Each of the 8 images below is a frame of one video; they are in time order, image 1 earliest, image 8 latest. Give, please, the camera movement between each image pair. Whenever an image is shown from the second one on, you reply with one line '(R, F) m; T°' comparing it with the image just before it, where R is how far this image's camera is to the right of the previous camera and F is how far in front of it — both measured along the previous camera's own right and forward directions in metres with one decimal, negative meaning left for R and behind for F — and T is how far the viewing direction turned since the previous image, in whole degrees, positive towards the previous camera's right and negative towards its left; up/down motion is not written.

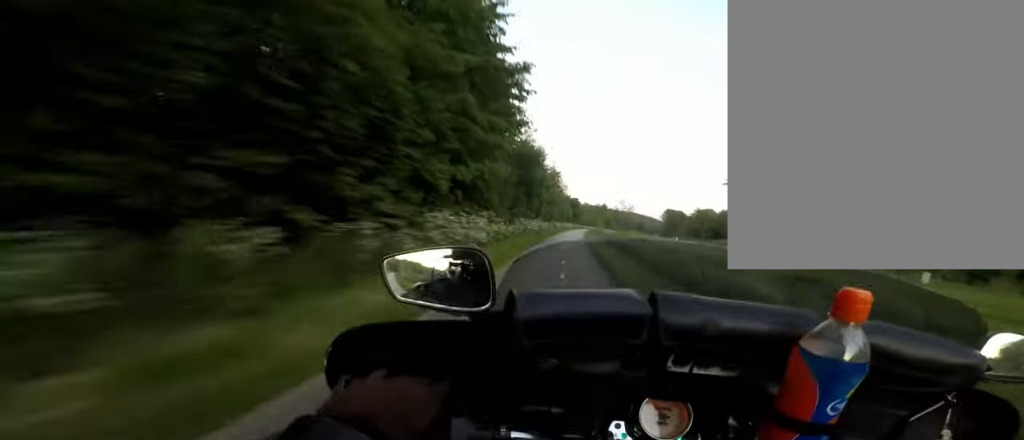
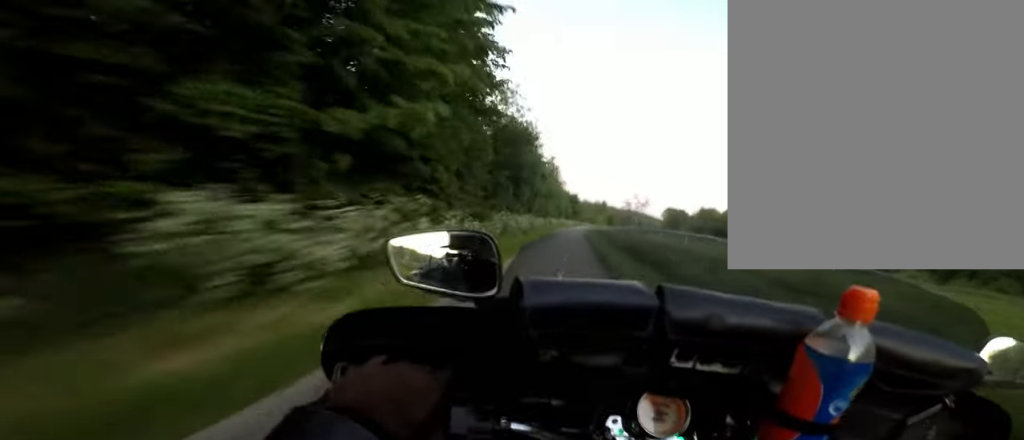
(-0.2, +6.3) m; +1°
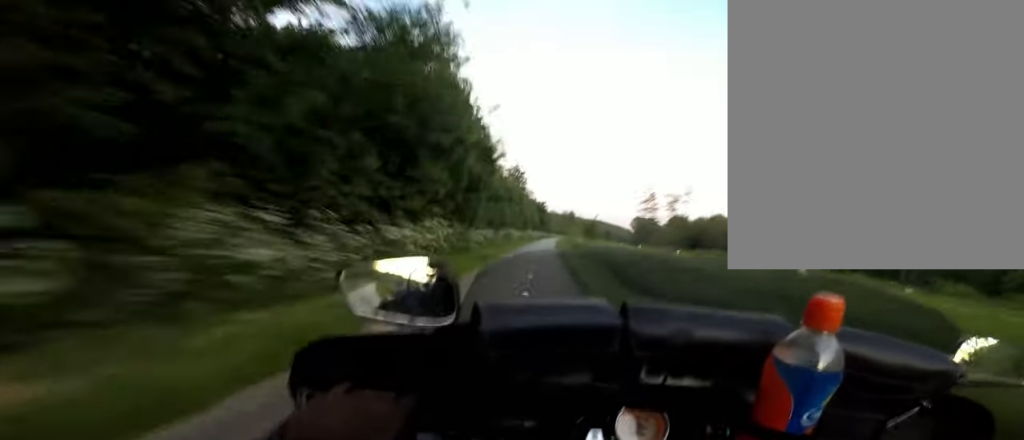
(+0.7, +13.2) m; -1°
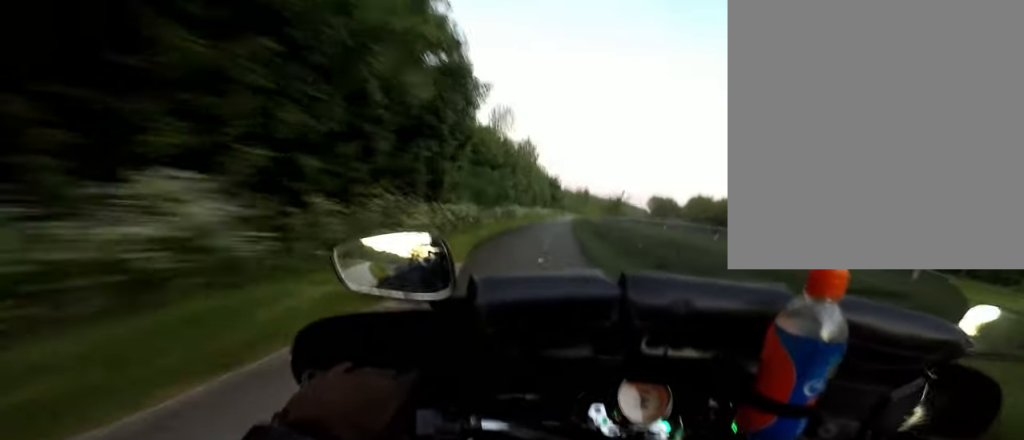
(-0.7, +7.9) m; 0°
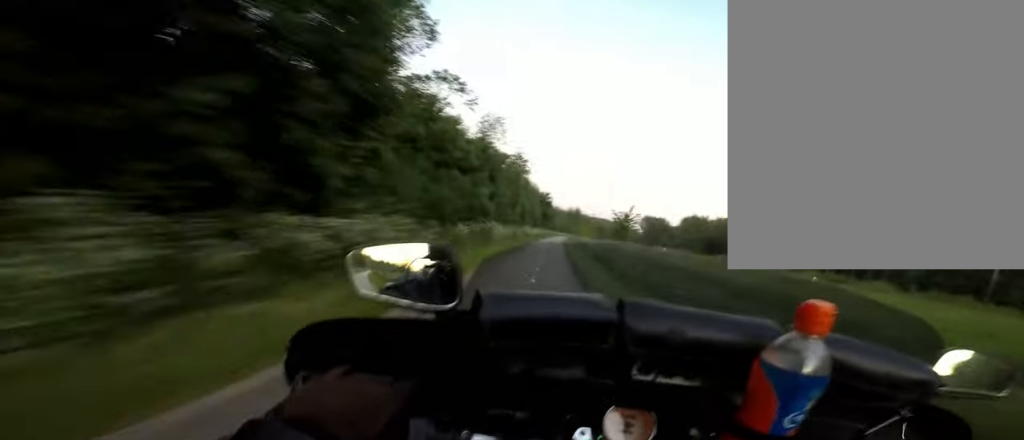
(+0.1, +6.4) m; +1°
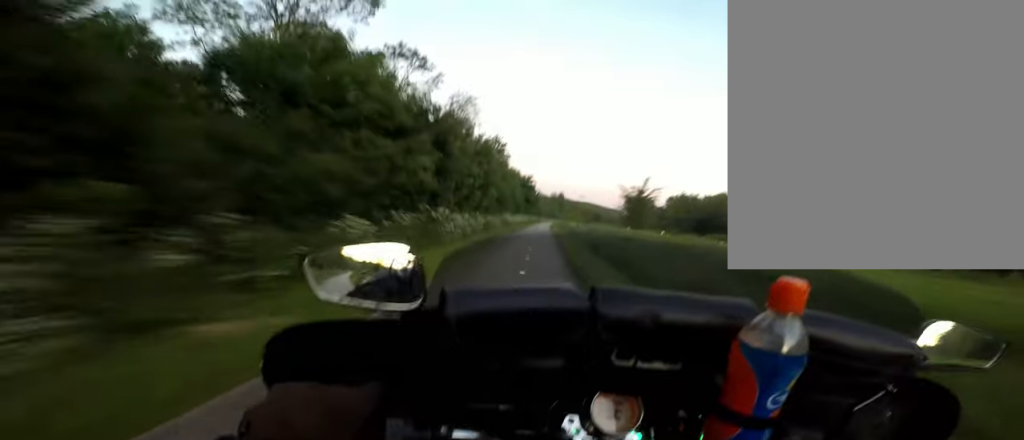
(+0.6, +6.9) m; +1°
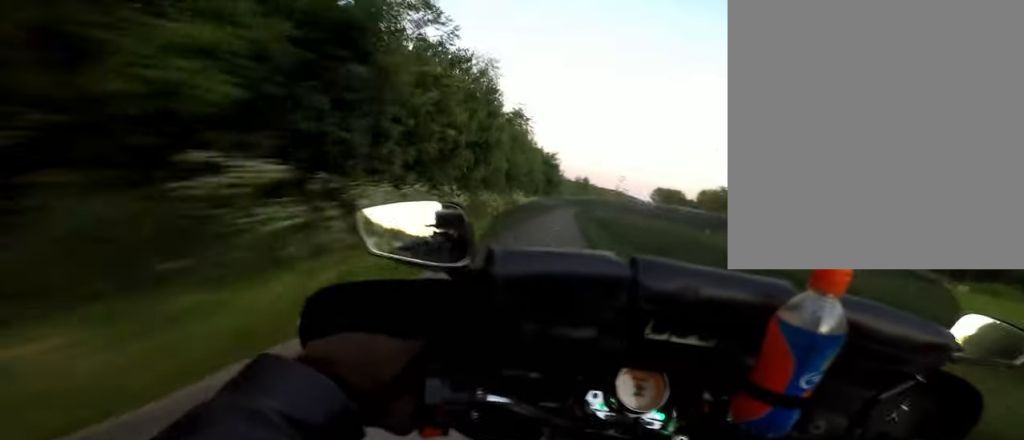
(-0.1, +8.5) m; +1°
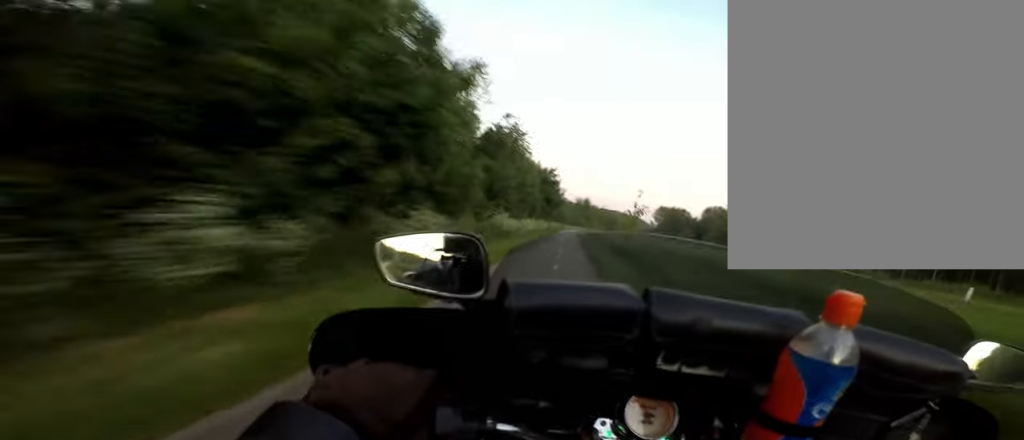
(-0.3, +8.0) m; 0°
